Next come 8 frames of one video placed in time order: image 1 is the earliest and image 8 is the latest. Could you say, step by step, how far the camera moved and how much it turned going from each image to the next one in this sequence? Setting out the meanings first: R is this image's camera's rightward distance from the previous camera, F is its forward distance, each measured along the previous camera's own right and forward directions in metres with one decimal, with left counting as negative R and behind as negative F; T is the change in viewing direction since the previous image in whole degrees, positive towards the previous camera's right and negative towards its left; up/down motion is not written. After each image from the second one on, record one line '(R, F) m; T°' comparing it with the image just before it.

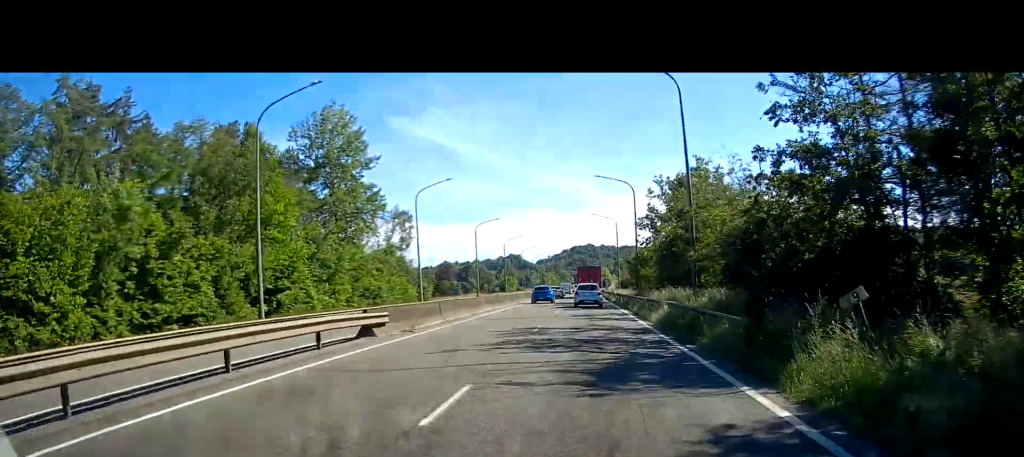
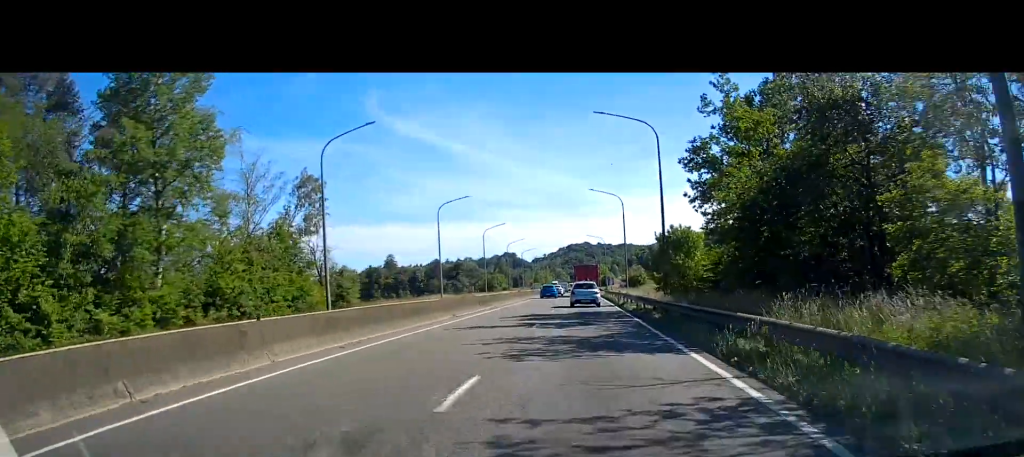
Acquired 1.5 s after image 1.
(0.0, +24.9) m; 0°
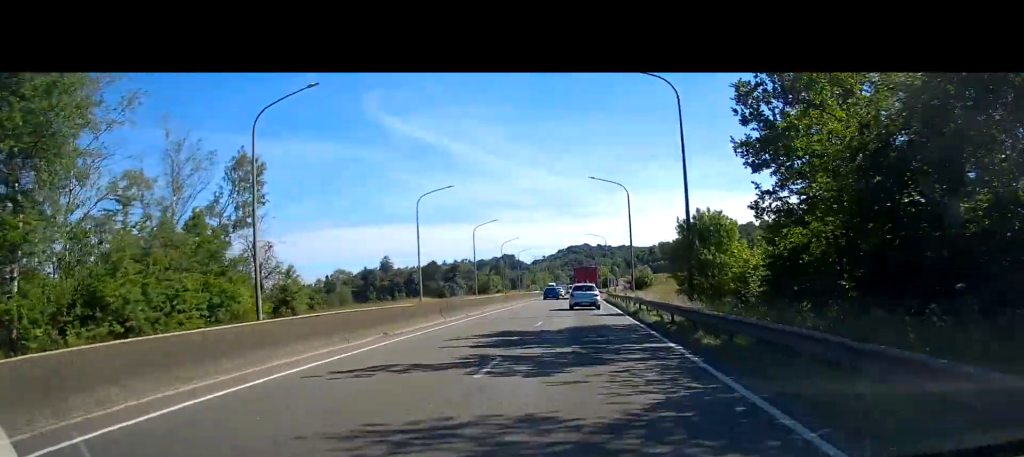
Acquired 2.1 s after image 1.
(0.0, +10.2) m; 0°
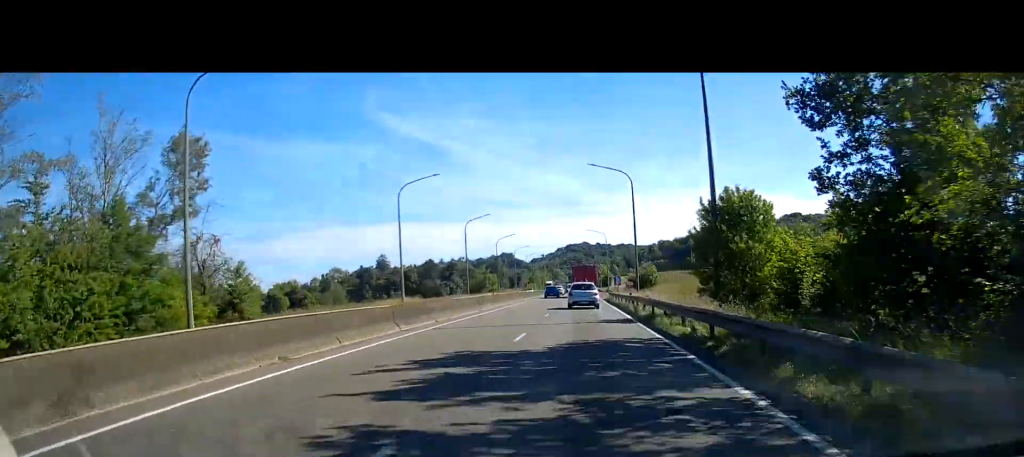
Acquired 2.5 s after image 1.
(0.0, +6.8) m; 0°
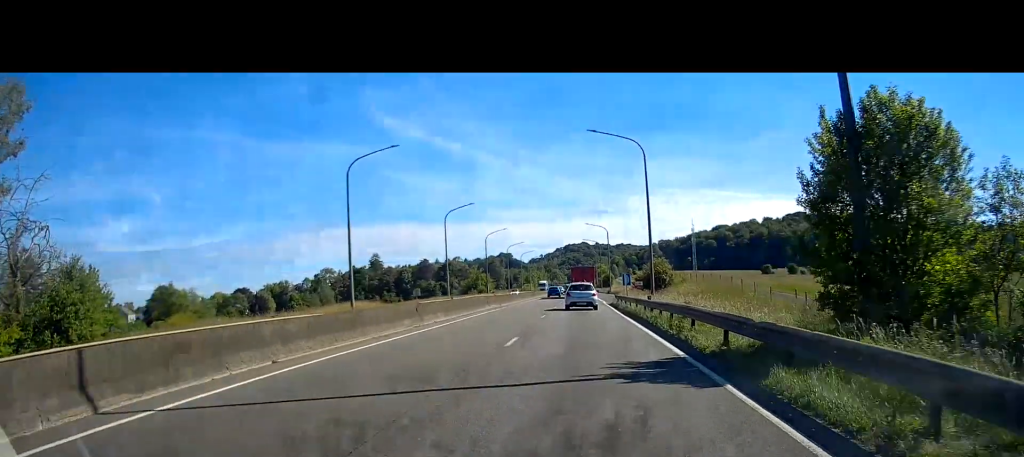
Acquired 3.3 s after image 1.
(+0.1, +14.1) m; 0°
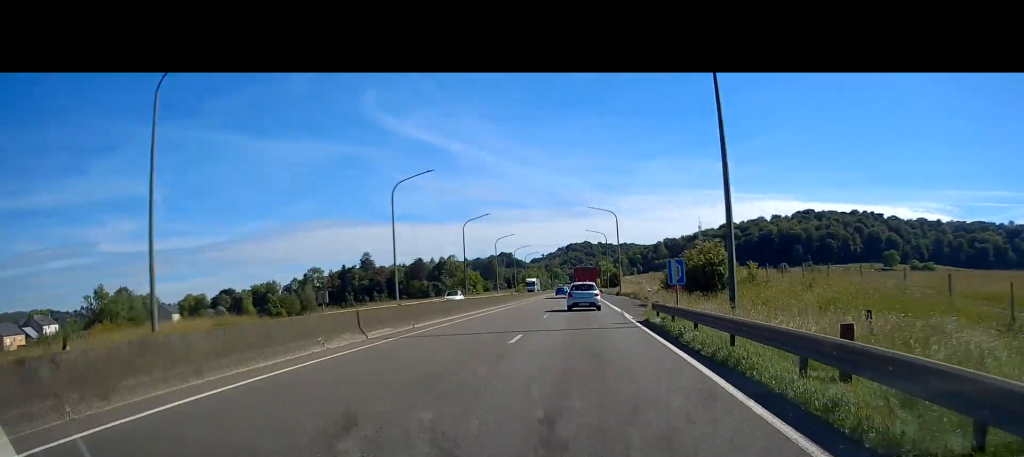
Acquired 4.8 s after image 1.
(-0.2, +25.2) m; -1°
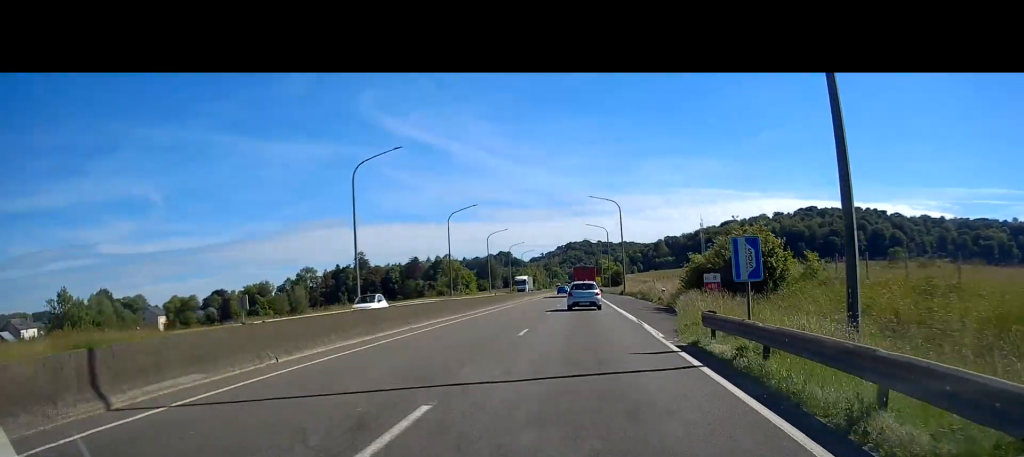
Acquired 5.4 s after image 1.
(0.0, +10.5) m; 0°
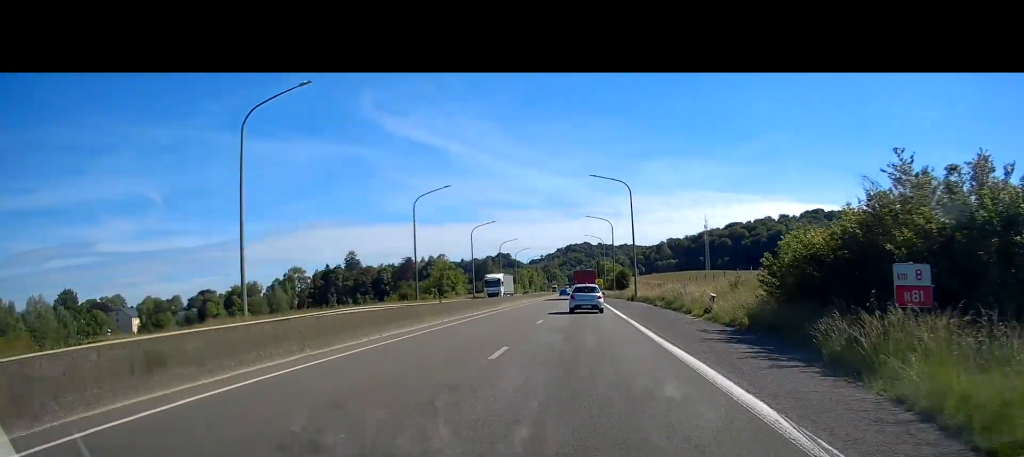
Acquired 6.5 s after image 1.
(-0.1, +18.1) m; -1°
